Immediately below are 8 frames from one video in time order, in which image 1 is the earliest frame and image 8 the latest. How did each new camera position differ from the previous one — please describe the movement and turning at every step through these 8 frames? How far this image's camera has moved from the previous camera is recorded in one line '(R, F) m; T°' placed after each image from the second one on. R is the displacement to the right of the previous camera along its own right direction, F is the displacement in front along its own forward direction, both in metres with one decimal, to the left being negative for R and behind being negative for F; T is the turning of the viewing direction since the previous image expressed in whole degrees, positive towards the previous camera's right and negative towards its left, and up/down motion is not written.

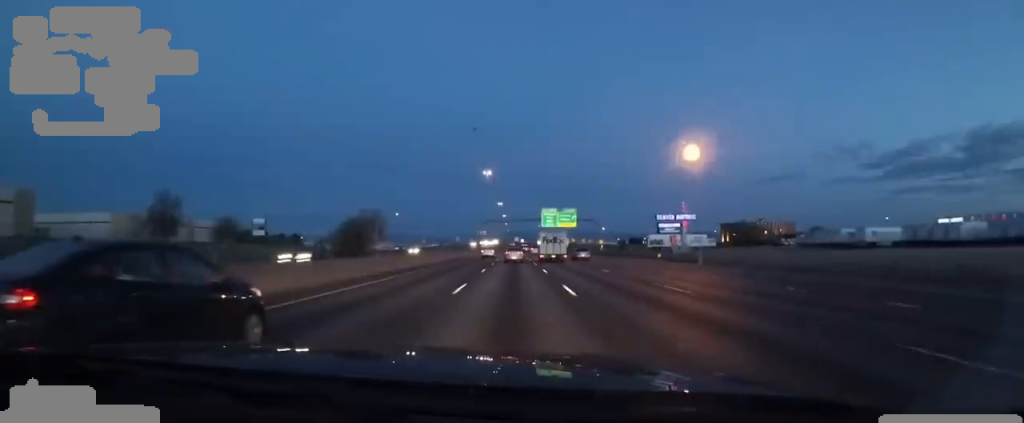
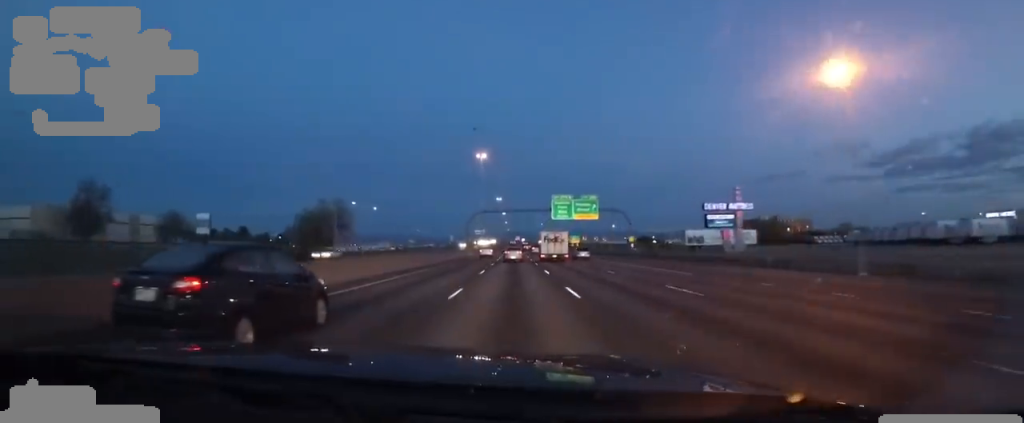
(0.0, +25.5) m; 0°
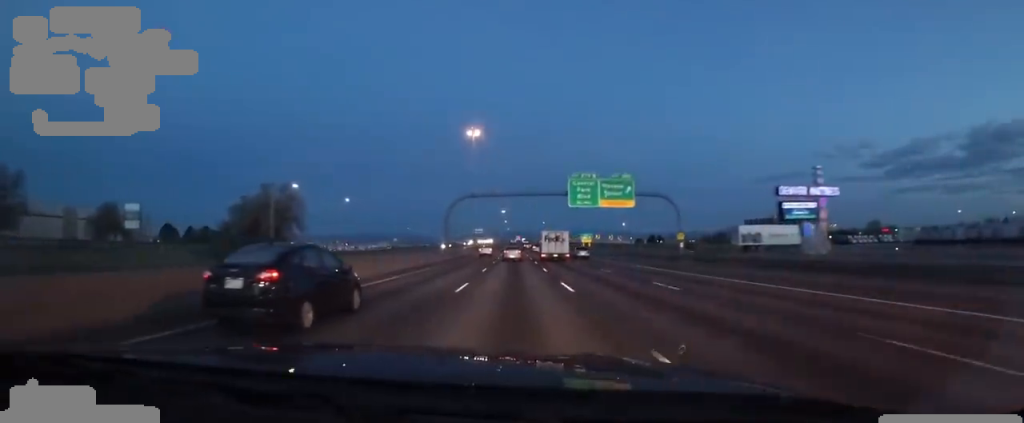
(-0.1, +23.1) m; 0°
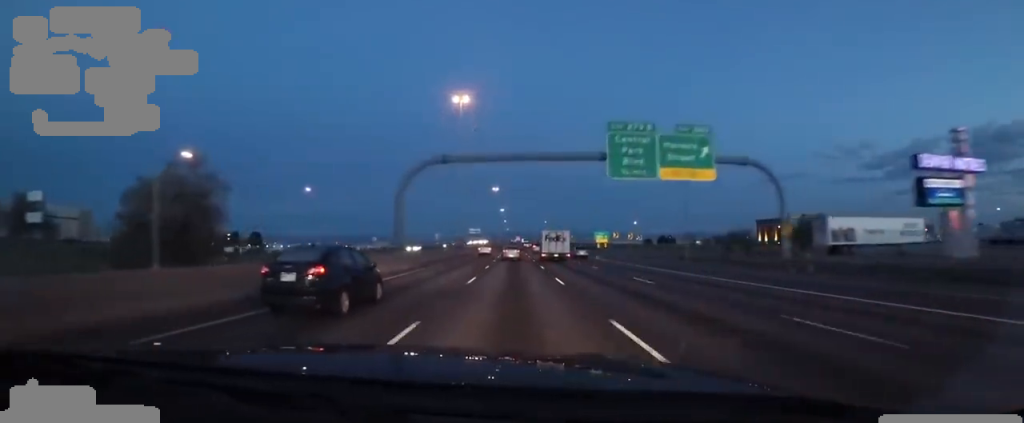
(0.0, +22.4) m; +1°
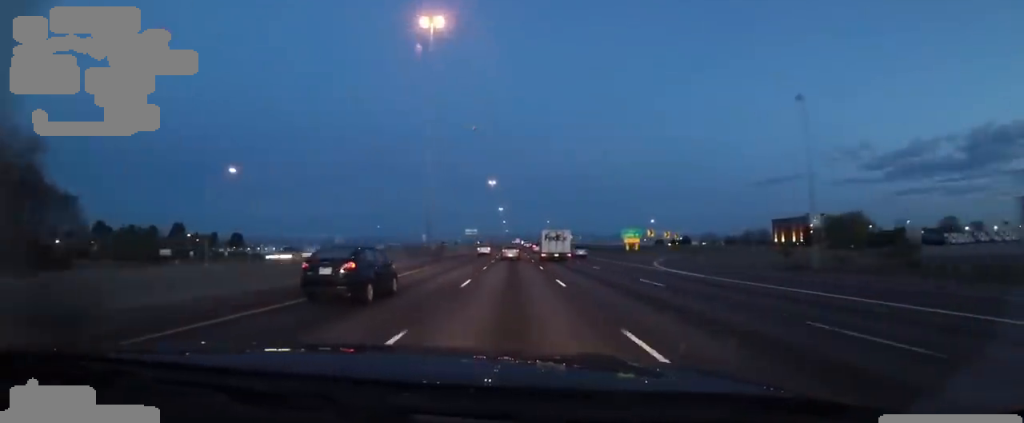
(+0.2, +26.9) m; +1°
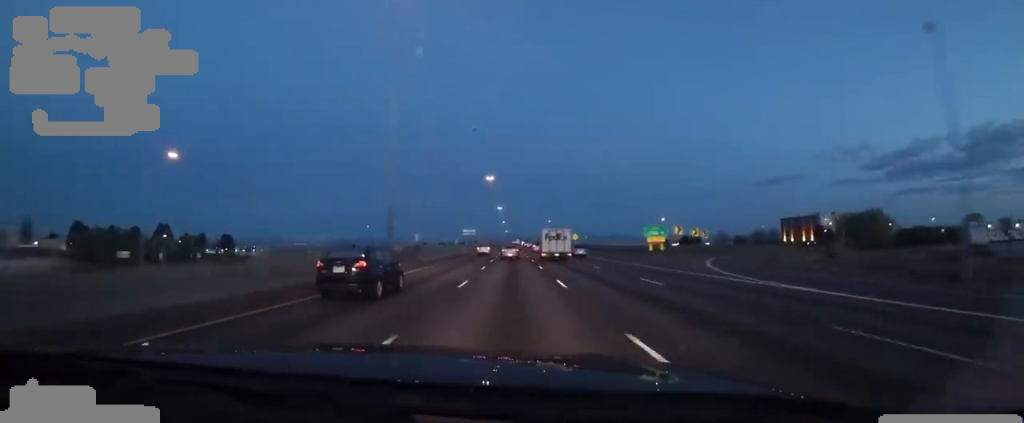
(+0.4, +13.6) m; 0°
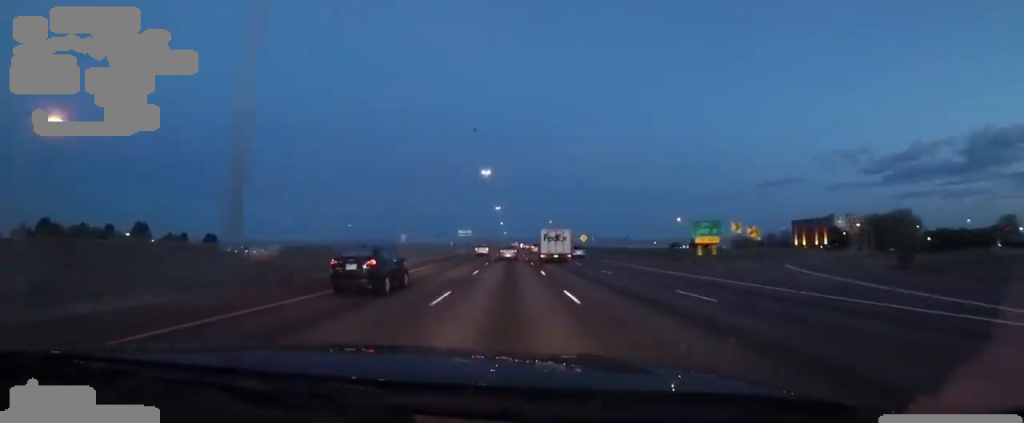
(+0.1, +17.6) m; 0°
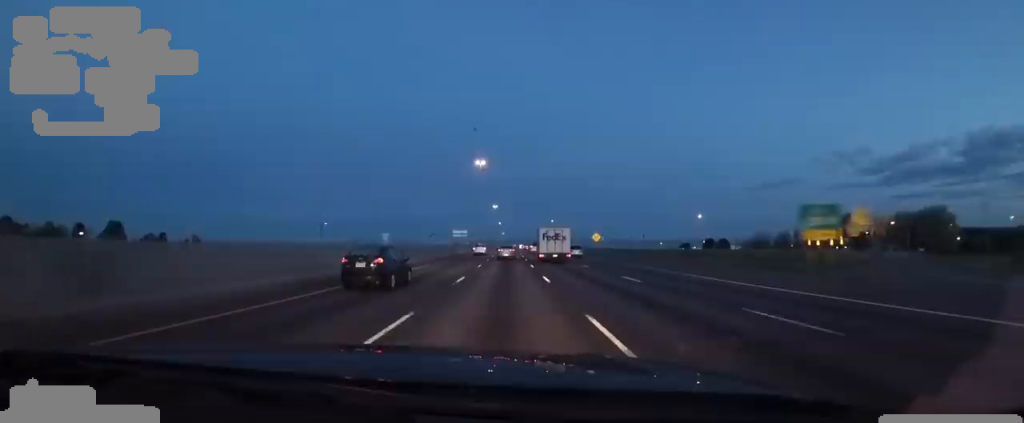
(-0.4, +18.3) m; -1°
